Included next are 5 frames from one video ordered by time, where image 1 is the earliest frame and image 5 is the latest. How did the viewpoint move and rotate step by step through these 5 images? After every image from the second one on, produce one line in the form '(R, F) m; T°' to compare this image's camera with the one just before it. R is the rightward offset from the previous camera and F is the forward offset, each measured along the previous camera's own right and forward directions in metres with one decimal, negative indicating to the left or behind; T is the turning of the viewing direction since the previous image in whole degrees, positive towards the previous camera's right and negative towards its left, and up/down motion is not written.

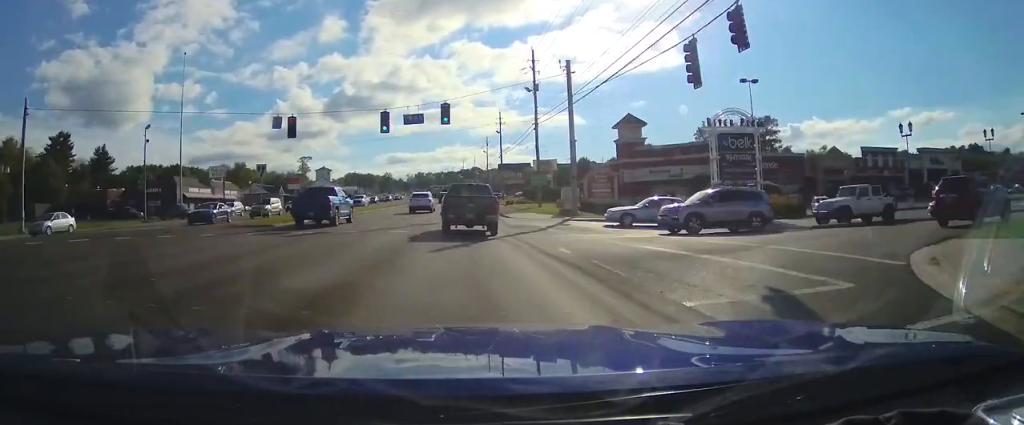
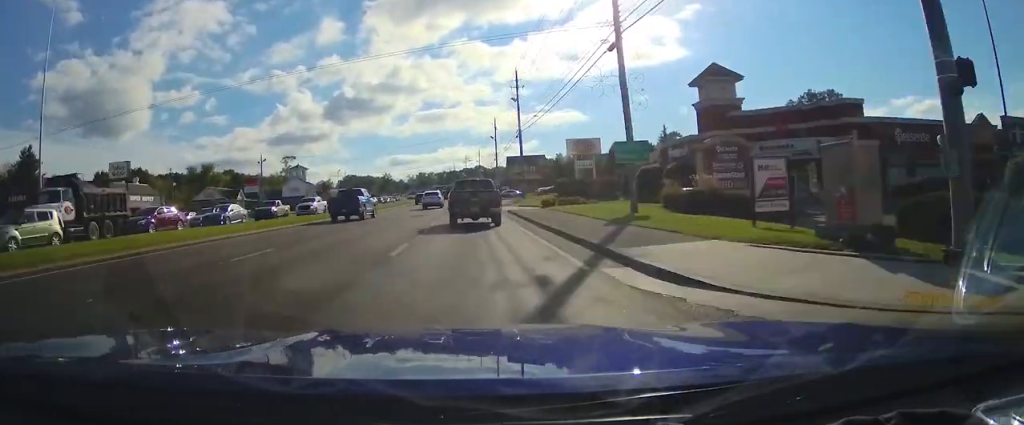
(+0.1, +31.6) m; 0°
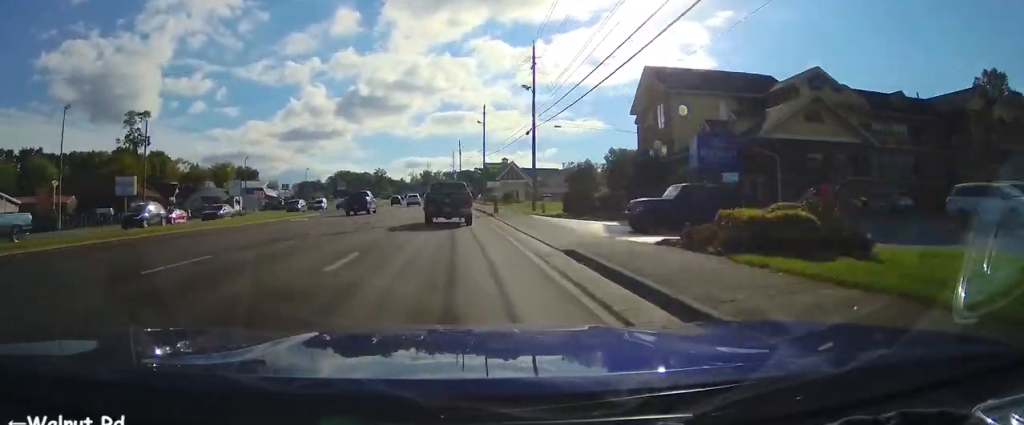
(-2.4, +126.6) m; -4°
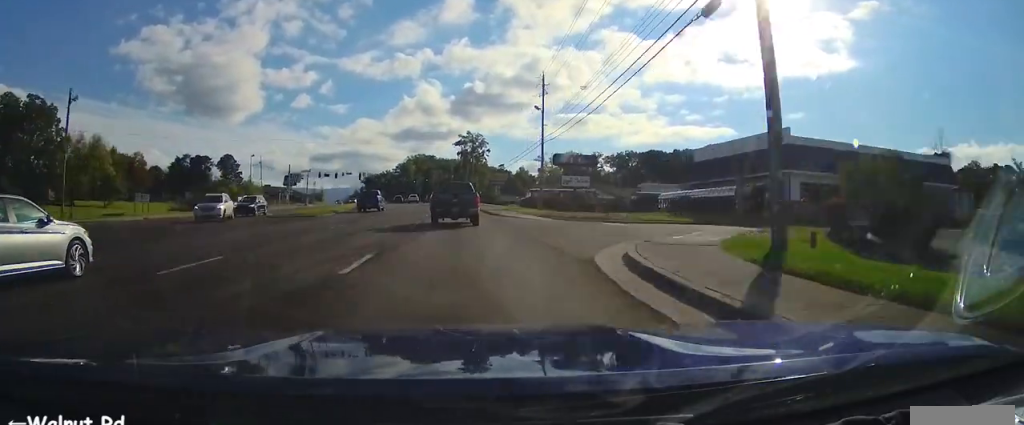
(-27.6, +246.7) m; -12°
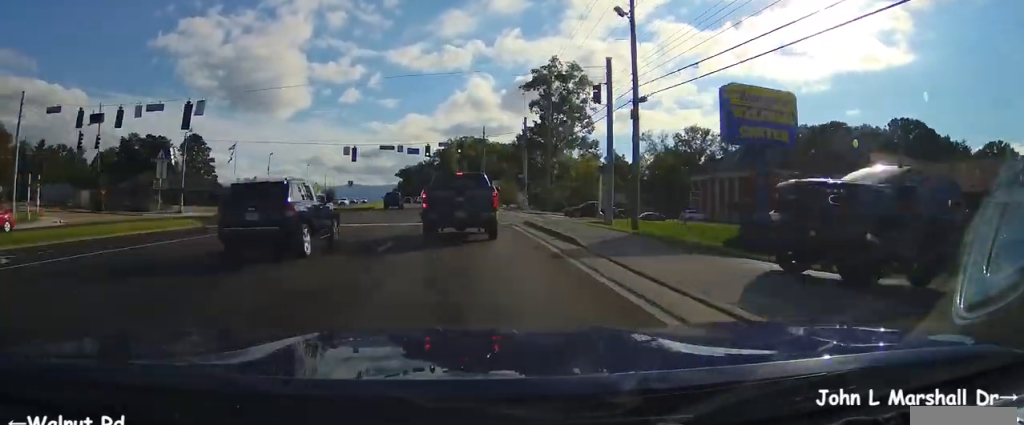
(-4.1, +88.7) m; -5°
